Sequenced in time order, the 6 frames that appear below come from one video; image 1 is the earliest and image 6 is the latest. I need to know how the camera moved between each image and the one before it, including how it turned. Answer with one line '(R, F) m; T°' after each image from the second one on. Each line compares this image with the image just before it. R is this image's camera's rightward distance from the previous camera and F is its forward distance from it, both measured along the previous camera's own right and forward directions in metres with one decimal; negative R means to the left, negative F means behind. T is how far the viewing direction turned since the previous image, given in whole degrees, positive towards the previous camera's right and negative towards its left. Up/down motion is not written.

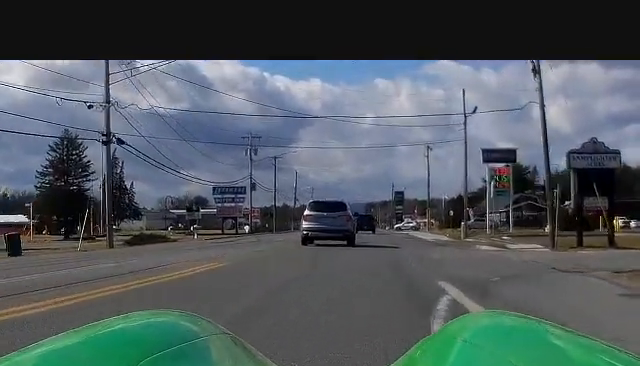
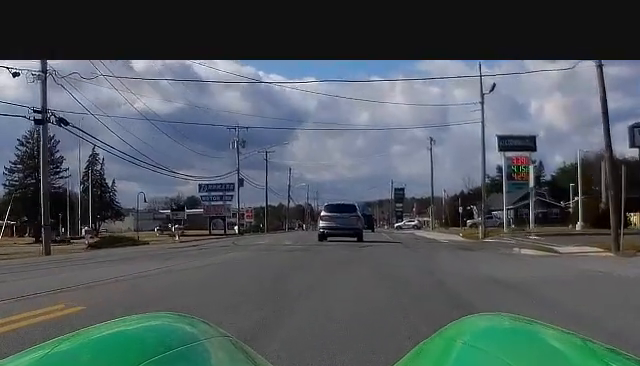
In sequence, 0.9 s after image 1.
(-0.6, +9.1) m; +2°
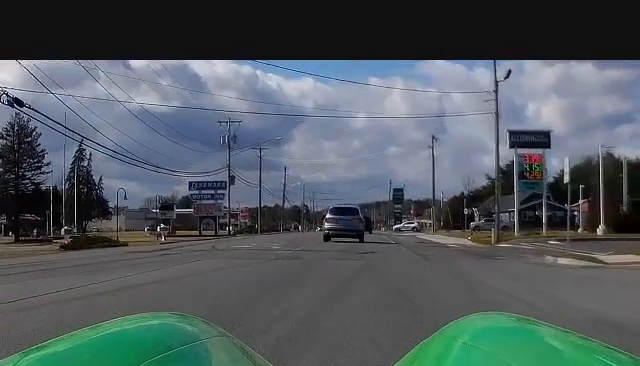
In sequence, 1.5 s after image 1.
(+0.5, +5.1) m; +2°
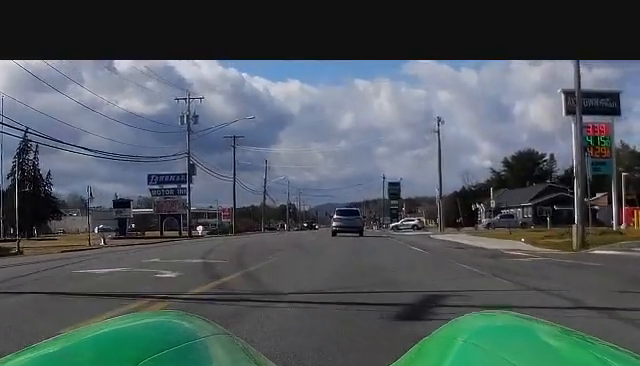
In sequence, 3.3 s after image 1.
(+0.3, +17.4) m; 0°
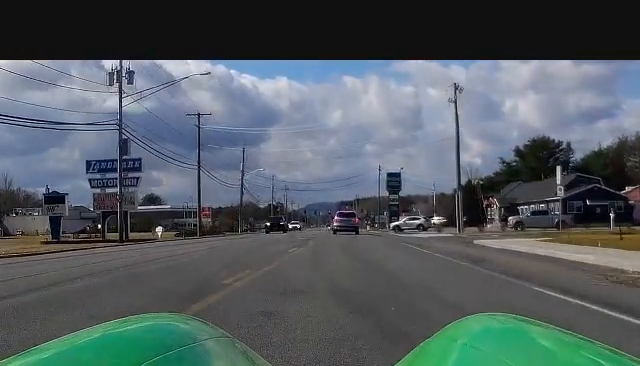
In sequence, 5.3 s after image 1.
(+0.6, +19.1) m; +1°
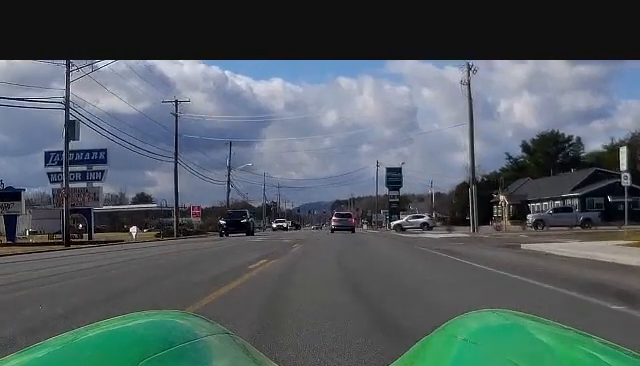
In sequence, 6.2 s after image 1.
(-0.3, +9.1) m; -1°
